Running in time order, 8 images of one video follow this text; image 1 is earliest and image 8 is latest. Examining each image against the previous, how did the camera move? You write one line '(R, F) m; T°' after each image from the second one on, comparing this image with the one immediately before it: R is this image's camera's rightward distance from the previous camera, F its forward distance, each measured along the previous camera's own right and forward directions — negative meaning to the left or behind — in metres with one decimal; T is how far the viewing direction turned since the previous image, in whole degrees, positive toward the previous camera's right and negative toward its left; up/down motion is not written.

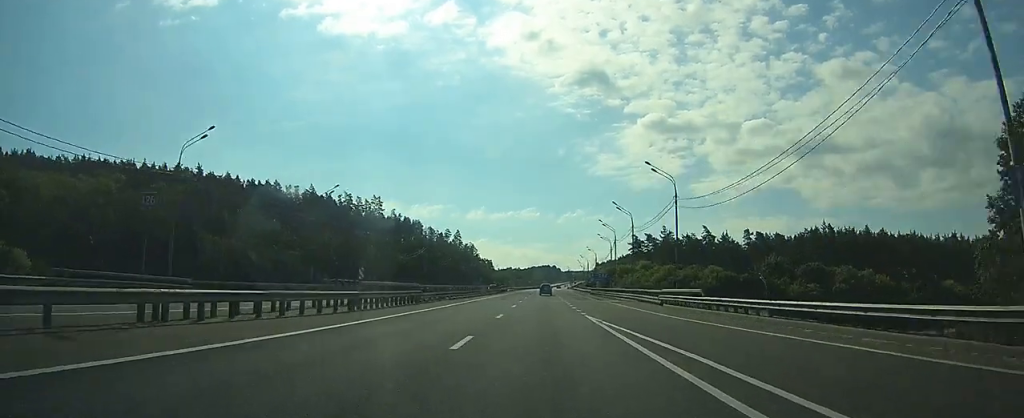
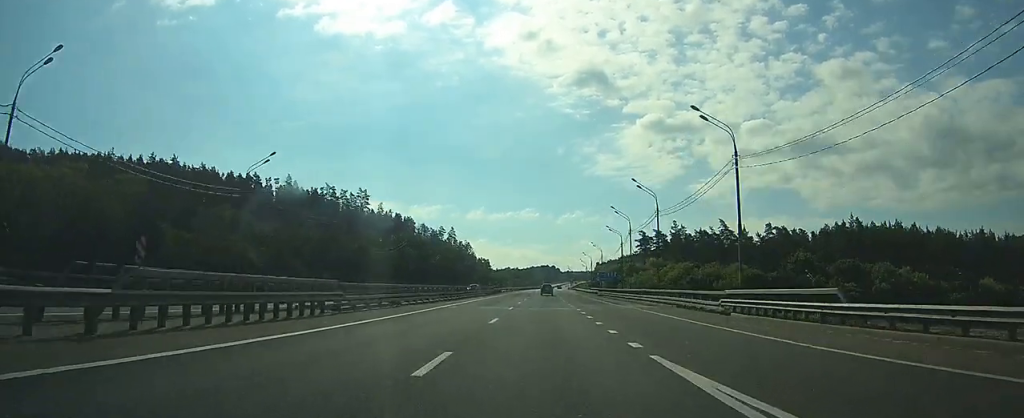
(0.0, +15.3) m; 0°
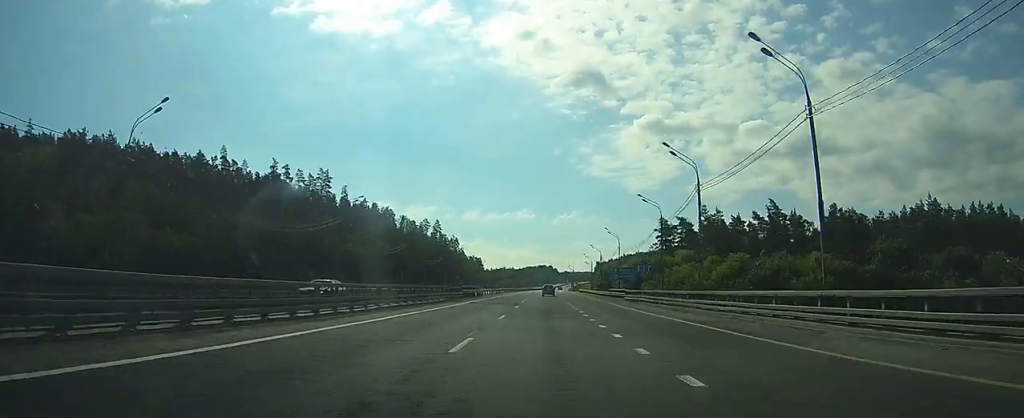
(+0.1, +32.6) m; 0°
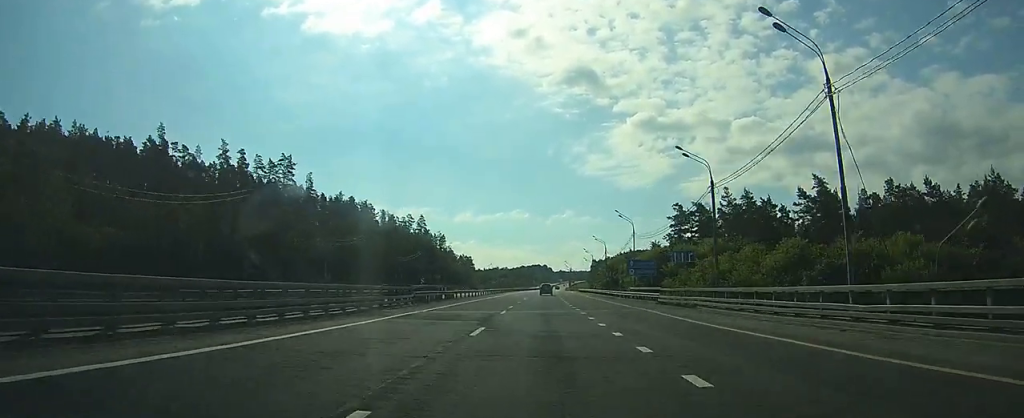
(0.0, +20.4) m; 0°
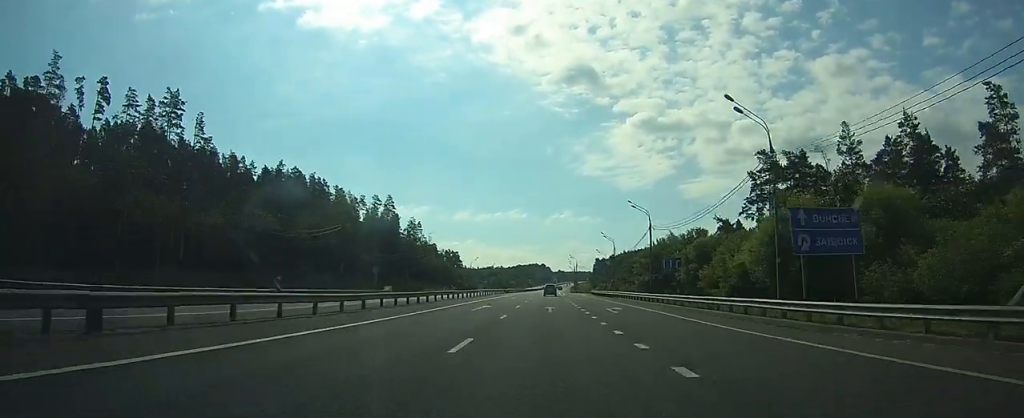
(+0.4, +47.0) m; +1°
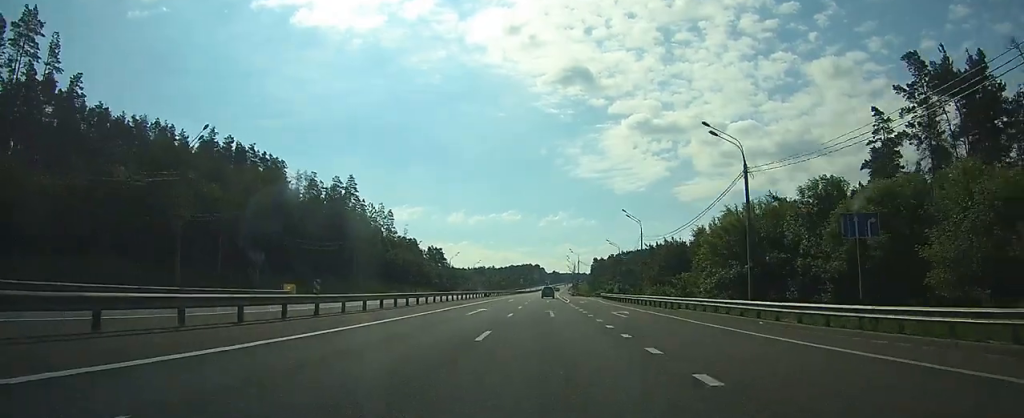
(+0.1, +32.7) m; 0°
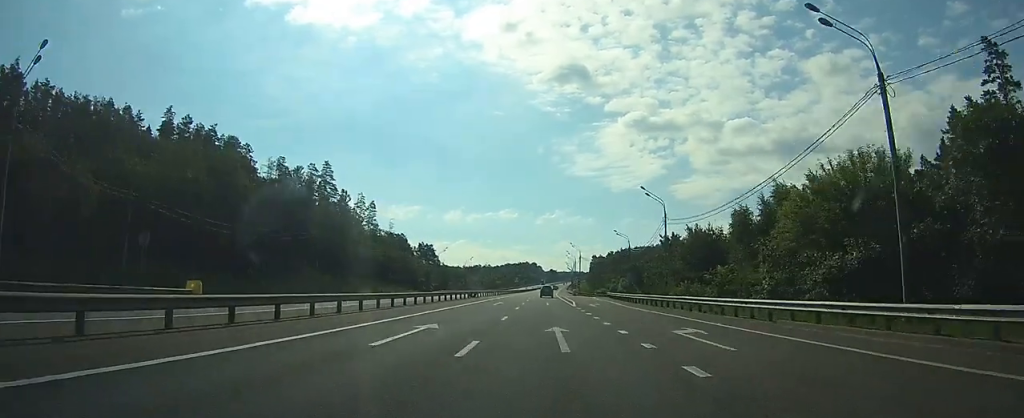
(0.0, +15.3) m; 0°
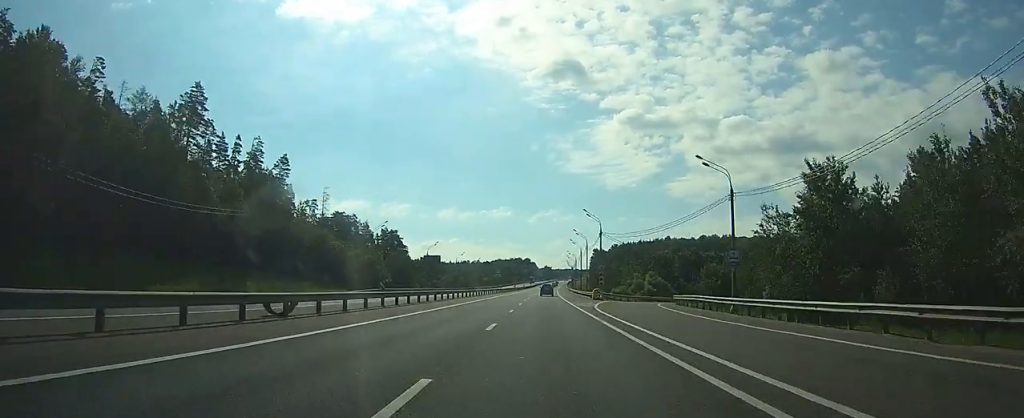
(+0.5, +53.1) m; +1°
